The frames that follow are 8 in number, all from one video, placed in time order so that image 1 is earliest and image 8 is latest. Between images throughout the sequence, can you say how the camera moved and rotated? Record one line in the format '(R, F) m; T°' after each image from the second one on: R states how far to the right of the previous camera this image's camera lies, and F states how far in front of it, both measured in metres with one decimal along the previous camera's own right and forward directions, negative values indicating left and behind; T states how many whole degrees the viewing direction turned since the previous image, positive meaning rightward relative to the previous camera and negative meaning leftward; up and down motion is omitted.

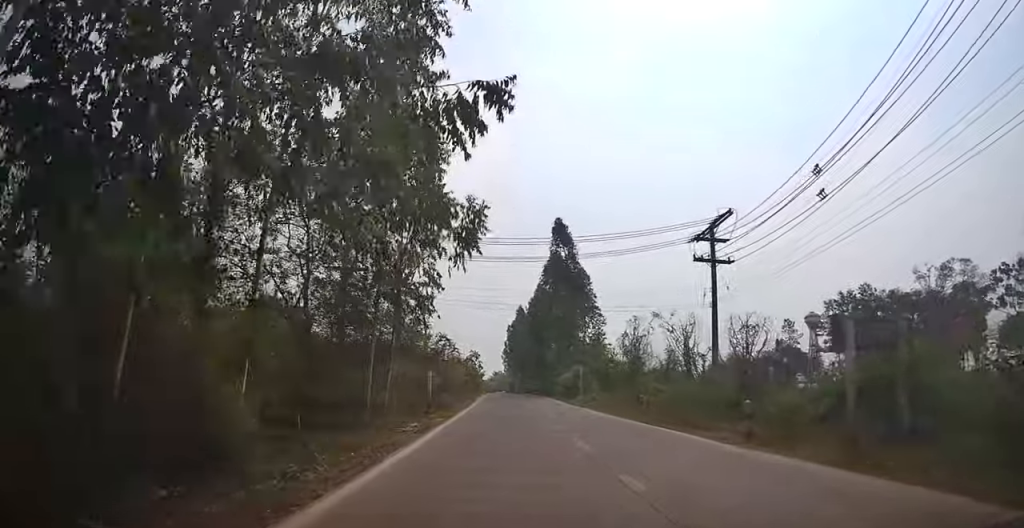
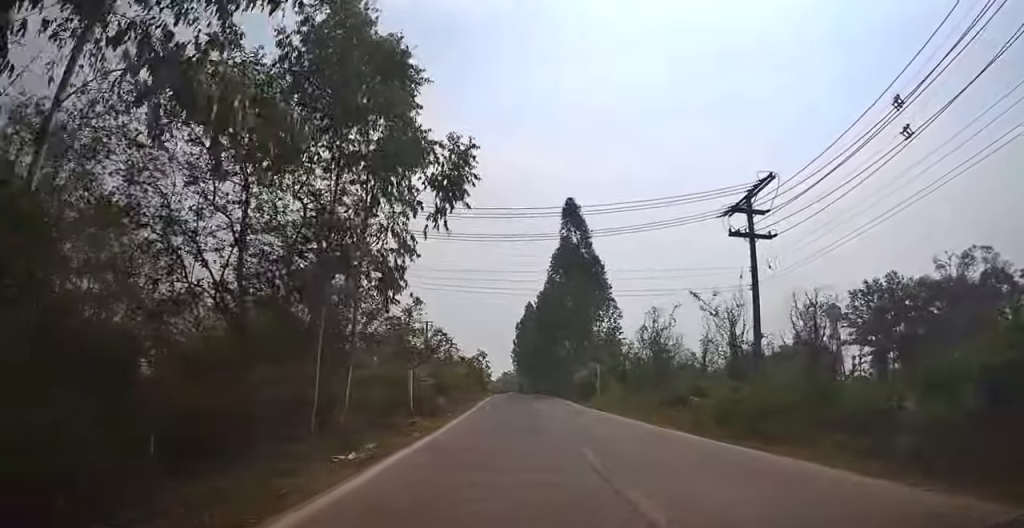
(-0.1, +4.9) m; -2°
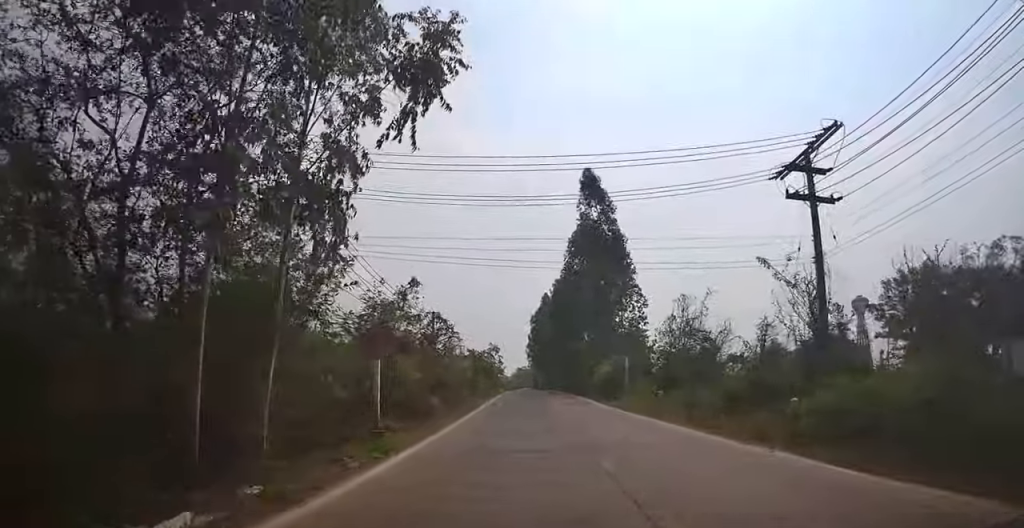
(-0.1, +5.1) m; -2°
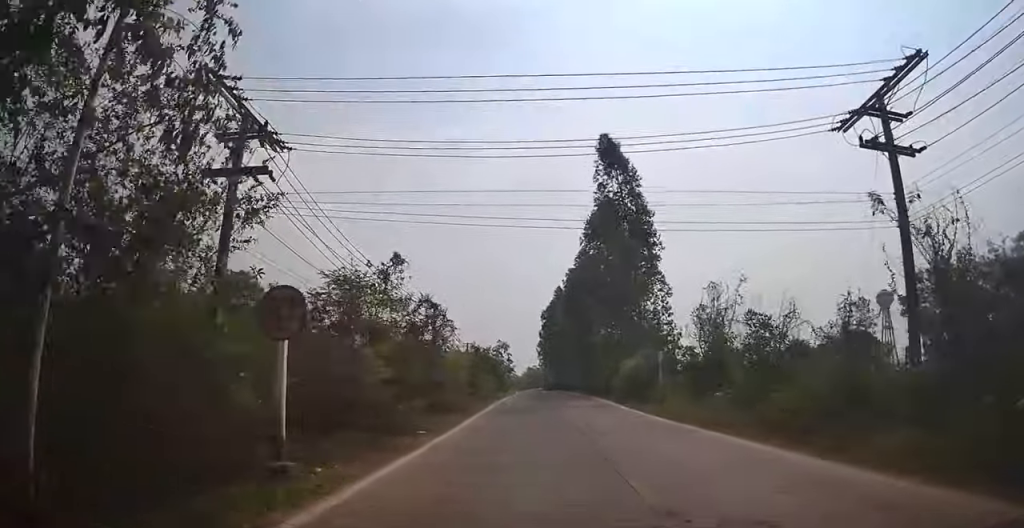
(0.0, +5.3) m; -1°
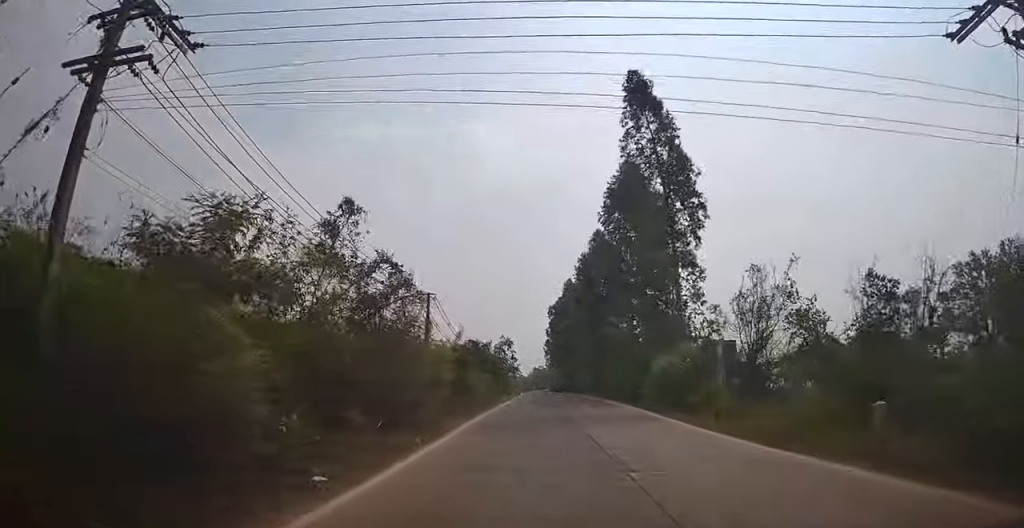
(-0.2, +7.1) m; 0°
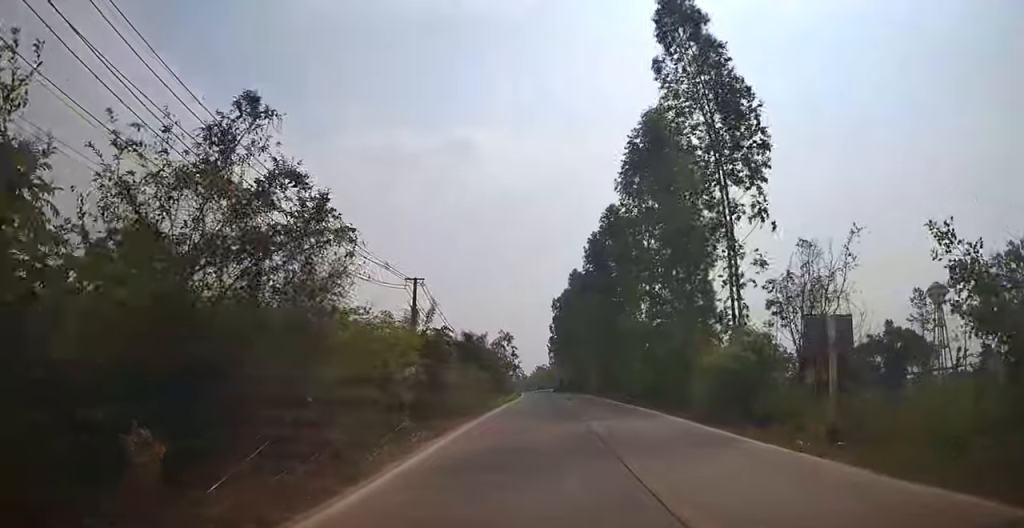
(+0.1, +6.5) m; -1°
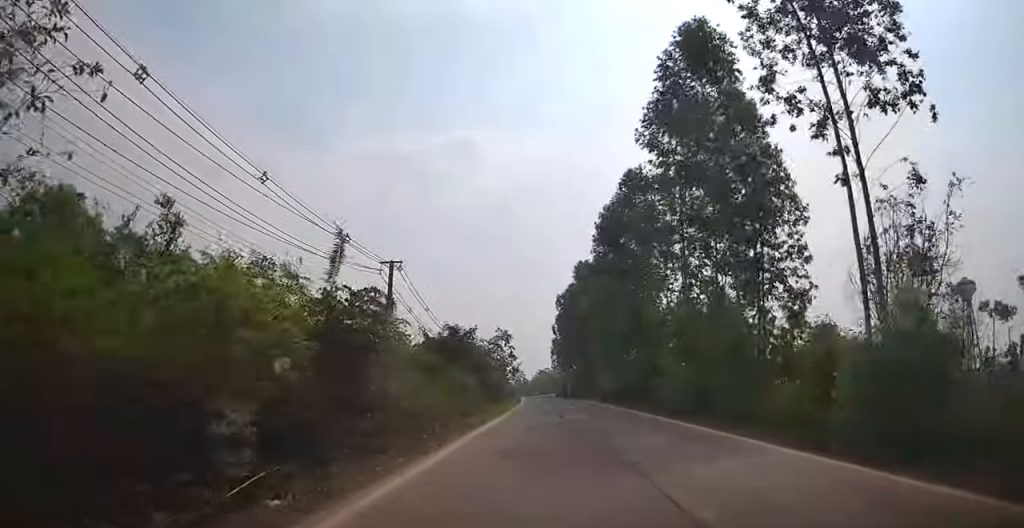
(0.0, +7.4) m; -2°
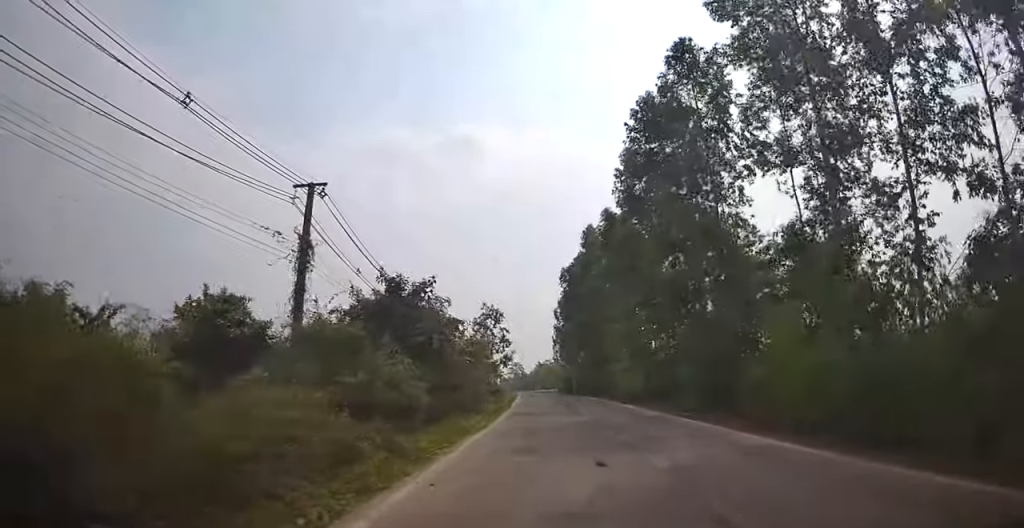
(-0.3, +13.1) m; +1°
